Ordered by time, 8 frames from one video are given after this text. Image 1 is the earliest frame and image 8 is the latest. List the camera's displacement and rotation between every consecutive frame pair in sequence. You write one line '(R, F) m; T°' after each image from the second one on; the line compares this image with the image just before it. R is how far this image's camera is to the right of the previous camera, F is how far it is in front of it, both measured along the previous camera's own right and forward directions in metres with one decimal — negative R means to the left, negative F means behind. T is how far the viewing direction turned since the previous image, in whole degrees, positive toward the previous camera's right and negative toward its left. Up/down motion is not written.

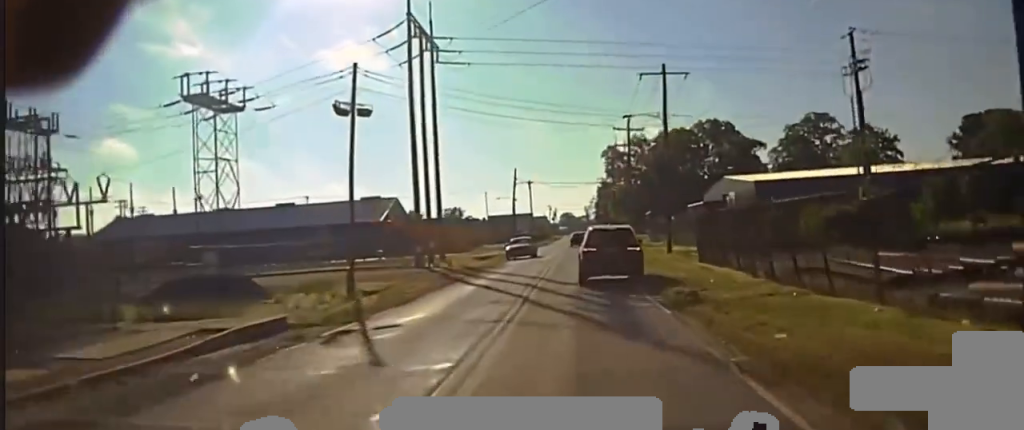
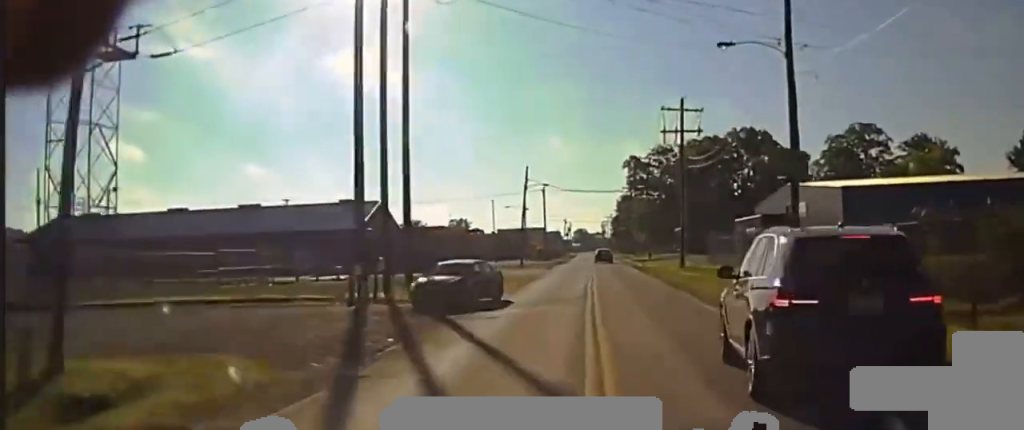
(-0.4, +26.8) m; 0°
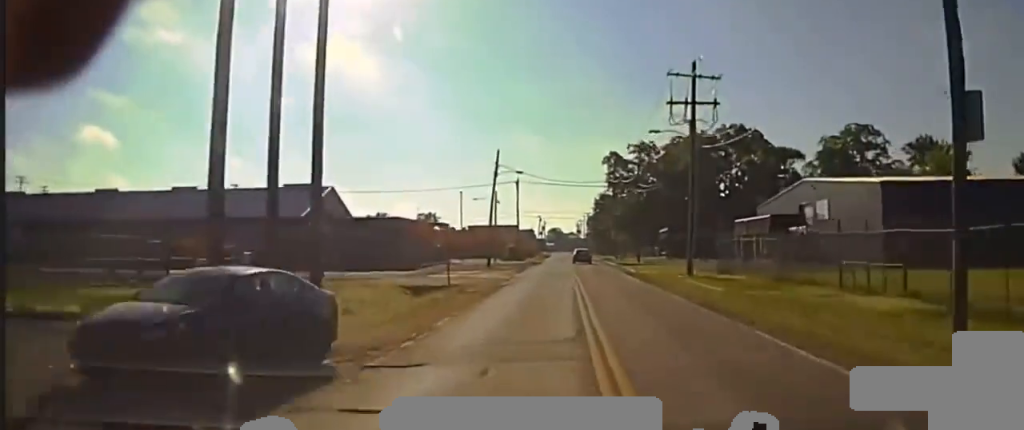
(+0.1, +15.6) m; +1°
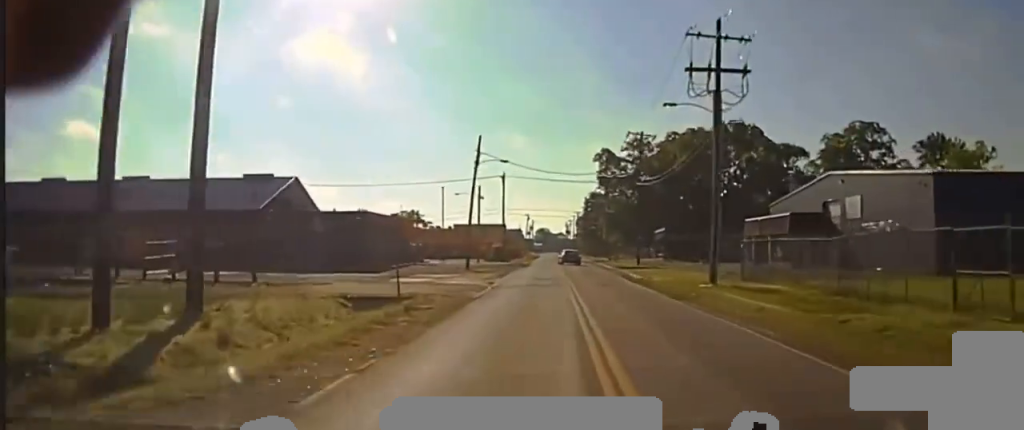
(0.0, +11.0) m; +1°
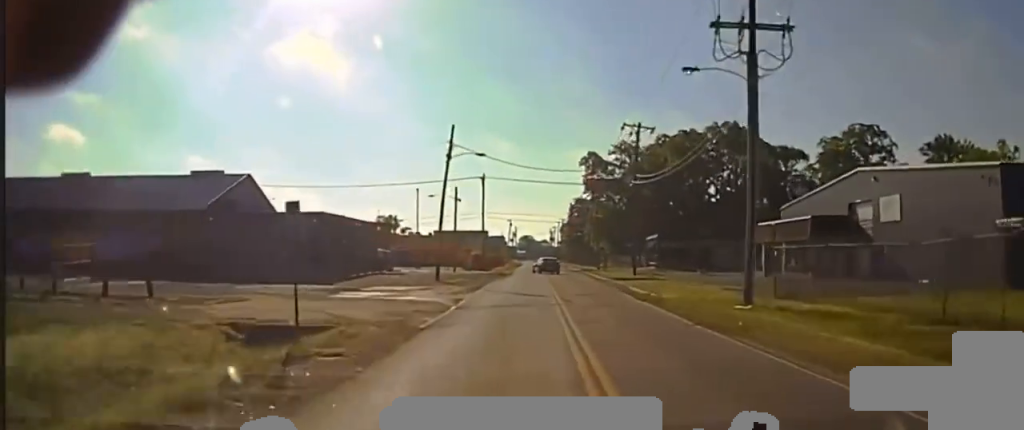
(+0.1, +10.4) m; +1°
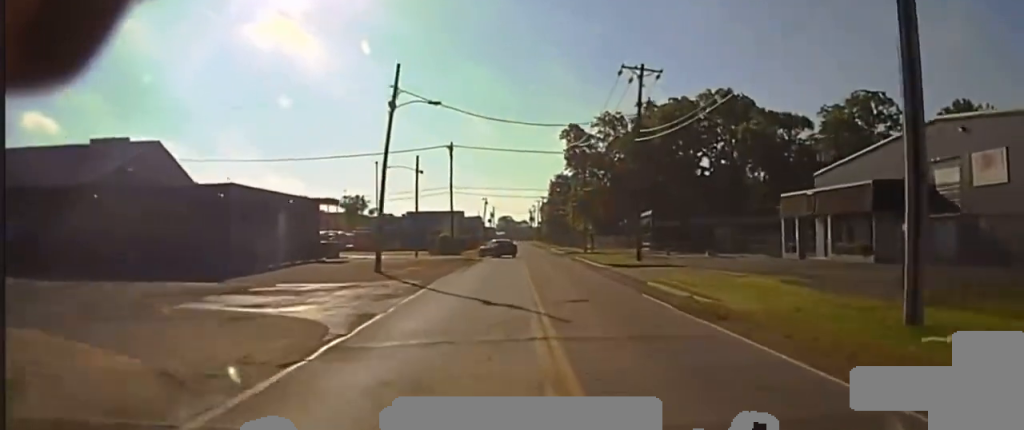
(0.0, +15.6) m; +1°
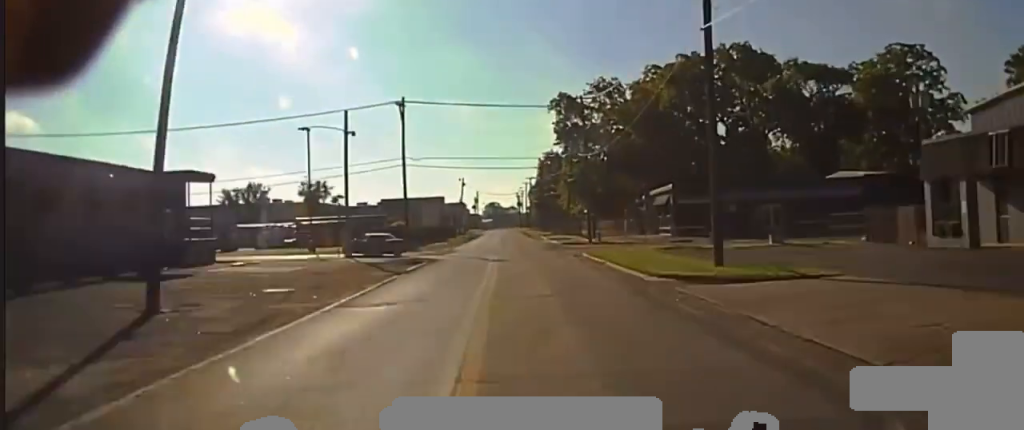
(+0.7, +25.2) m; +2°
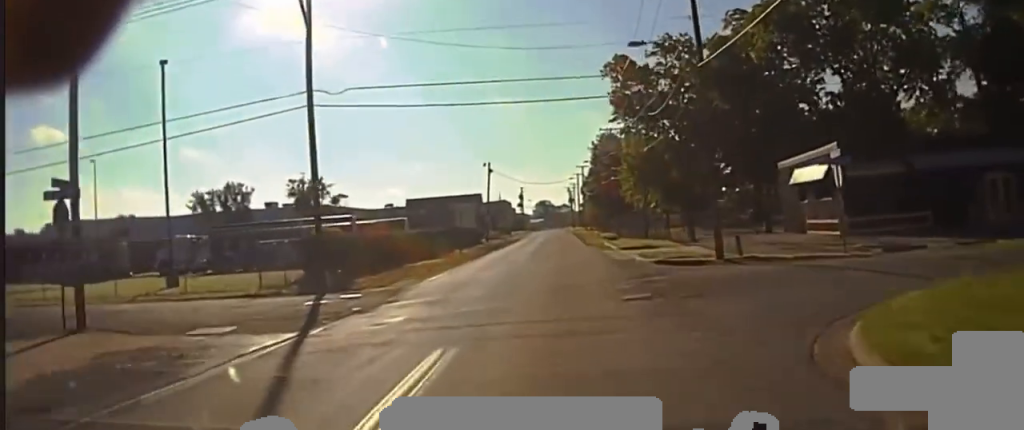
(-0.7, +33.3) m; -2°
